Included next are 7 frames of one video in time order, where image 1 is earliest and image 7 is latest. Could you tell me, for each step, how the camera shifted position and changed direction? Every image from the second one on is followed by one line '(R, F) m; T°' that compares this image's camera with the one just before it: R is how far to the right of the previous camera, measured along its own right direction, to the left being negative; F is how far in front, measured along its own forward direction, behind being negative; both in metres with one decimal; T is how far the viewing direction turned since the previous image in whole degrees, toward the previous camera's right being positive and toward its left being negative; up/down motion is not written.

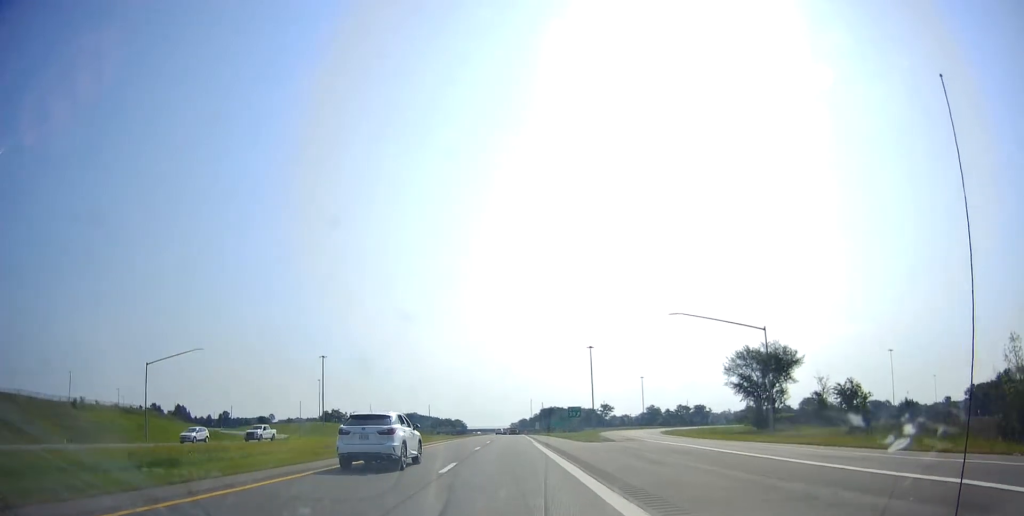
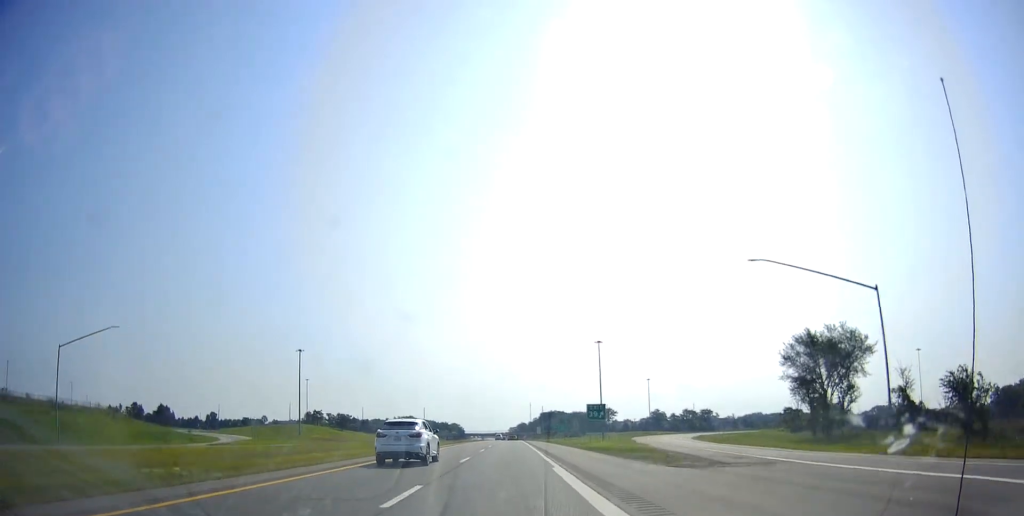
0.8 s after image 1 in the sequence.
(0.0, +21.4) m; 0°
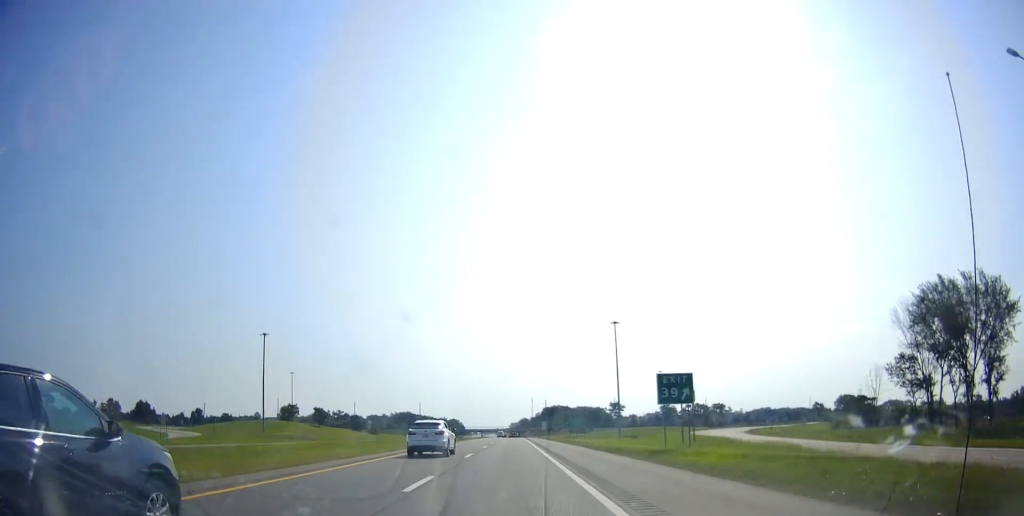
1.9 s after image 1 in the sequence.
(-0.2, +27.5) m; -1°
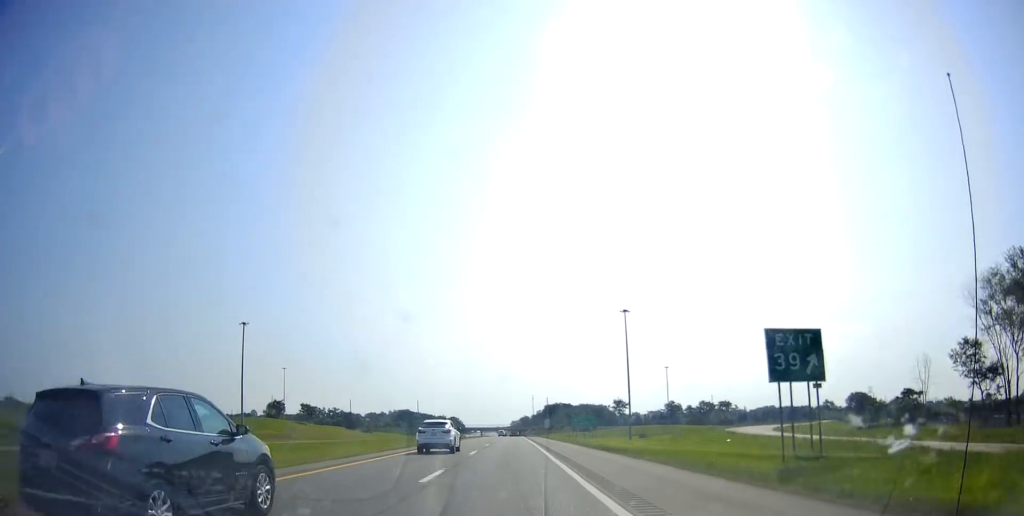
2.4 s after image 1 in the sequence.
(-0.3, +13.0) m; 0°
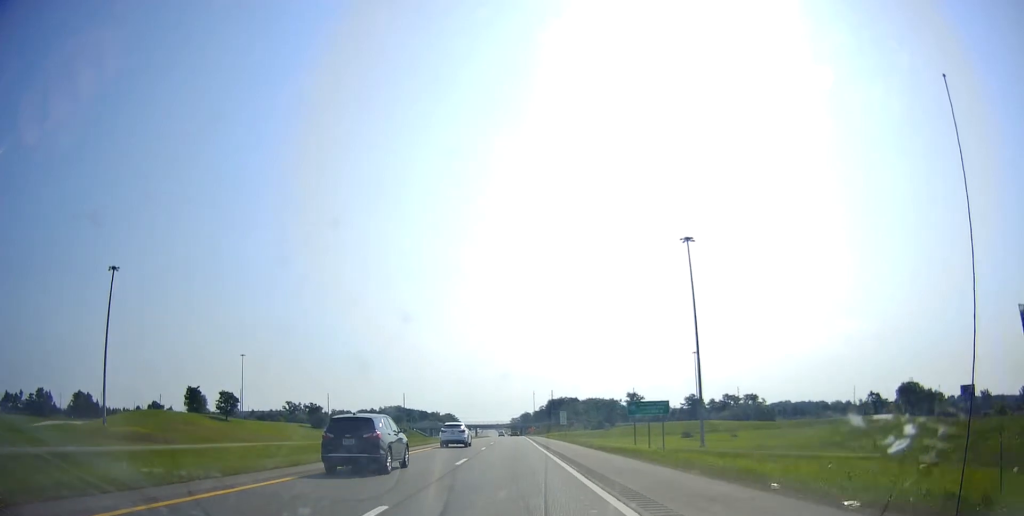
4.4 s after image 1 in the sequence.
(+0.1, +53.4) m; -1°
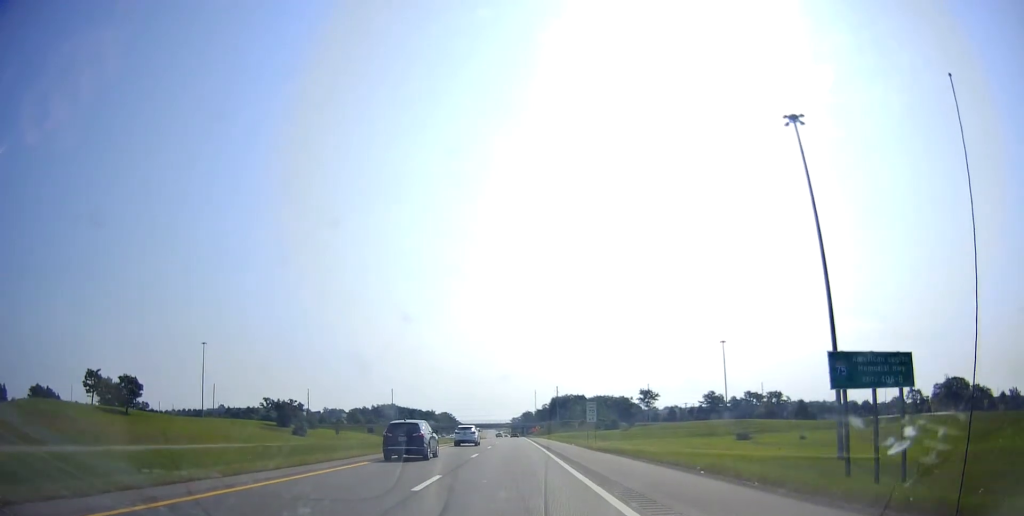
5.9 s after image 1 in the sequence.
(+0.3, +38.9) m; +1°
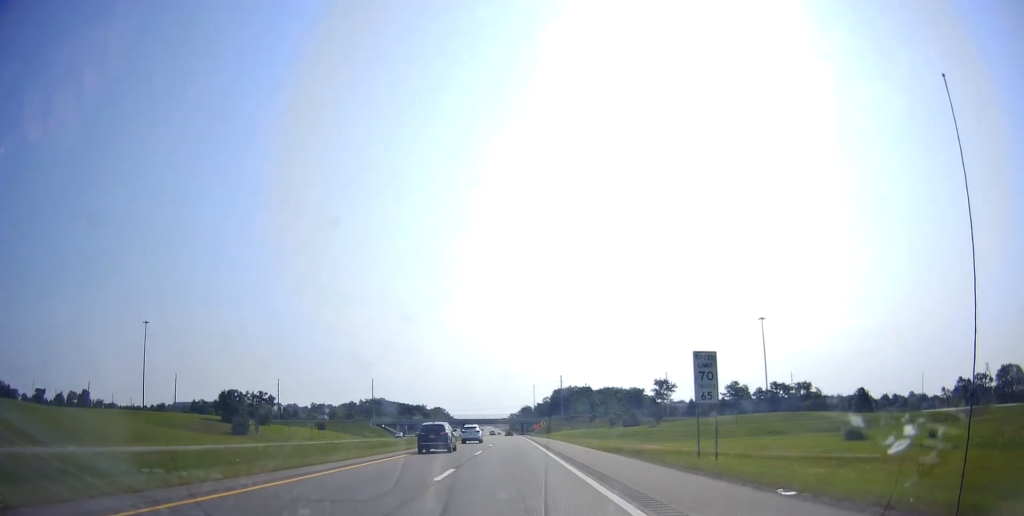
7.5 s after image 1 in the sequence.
(+0.5, +42.7) m; 0°
